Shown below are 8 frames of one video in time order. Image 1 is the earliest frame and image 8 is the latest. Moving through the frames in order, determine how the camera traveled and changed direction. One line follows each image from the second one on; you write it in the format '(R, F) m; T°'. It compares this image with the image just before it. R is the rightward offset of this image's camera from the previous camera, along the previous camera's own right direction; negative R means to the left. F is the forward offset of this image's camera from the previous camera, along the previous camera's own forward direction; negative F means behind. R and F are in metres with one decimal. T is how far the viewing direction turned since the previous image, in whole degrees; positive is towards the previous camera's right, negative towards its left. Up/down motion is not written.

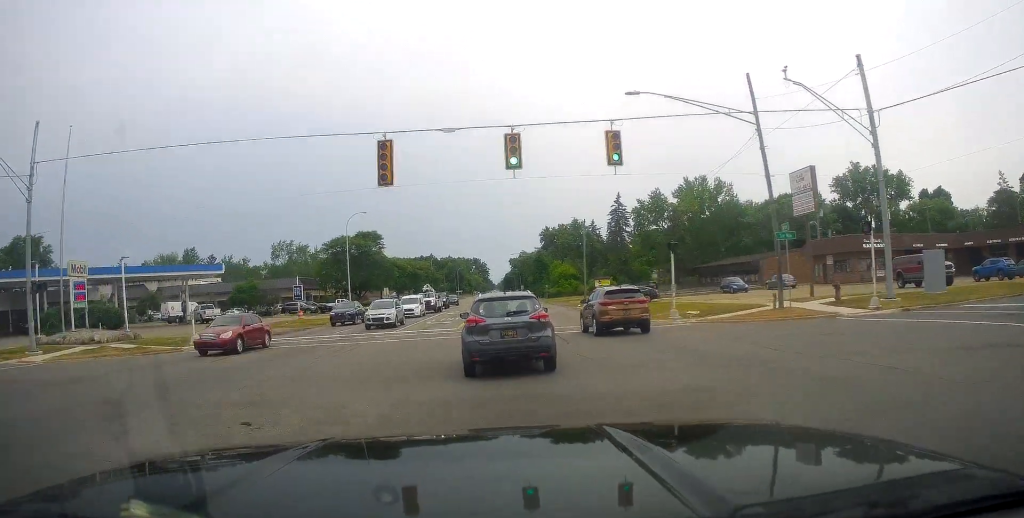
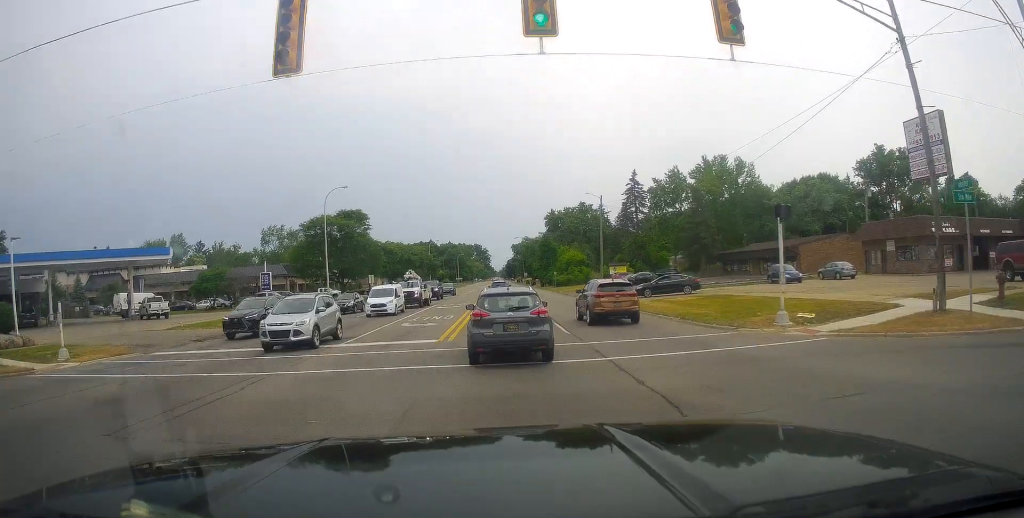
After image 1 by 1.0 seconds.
(+0.1, +10.4) m; +4°
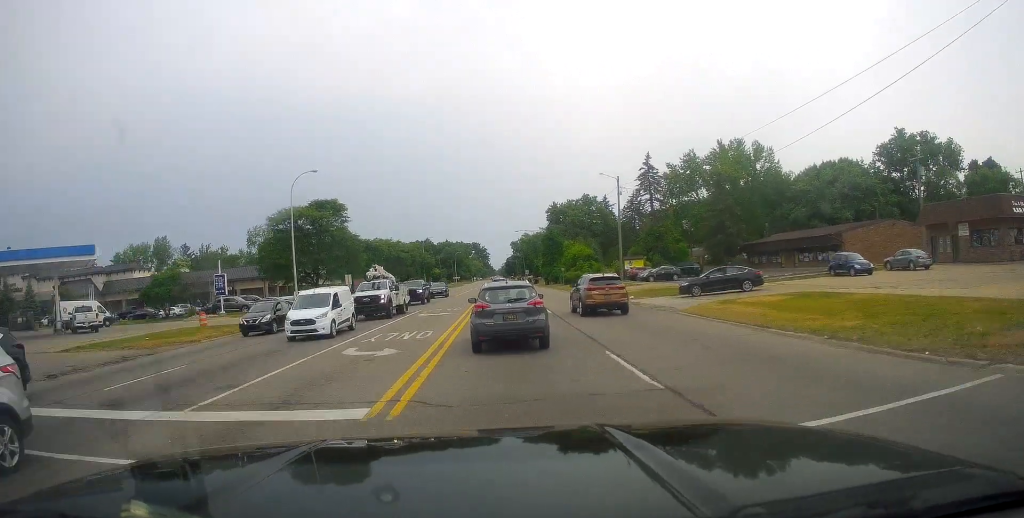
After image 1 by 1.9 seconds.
(+0.7, +10.0) m; +2°
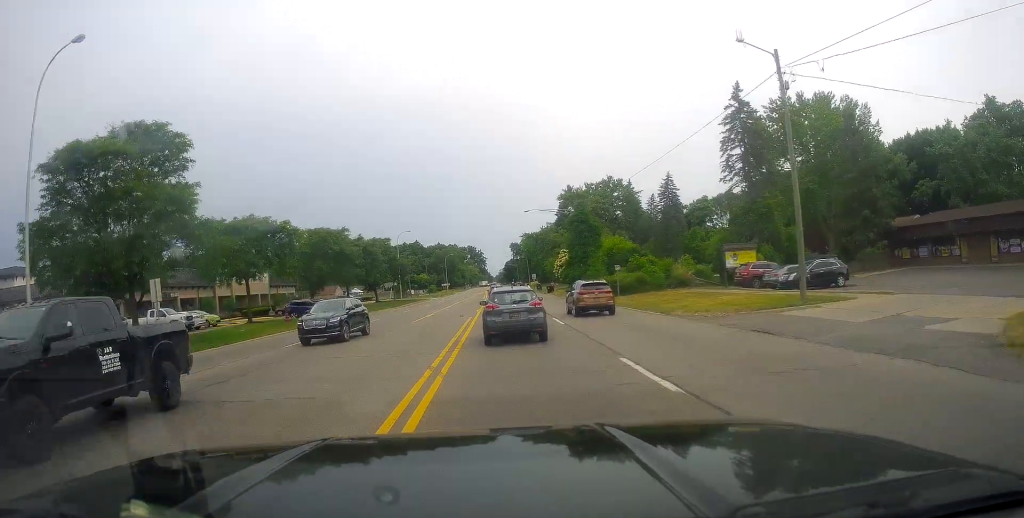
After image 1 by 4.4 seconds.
(-1.1, +32.9) m; -1°
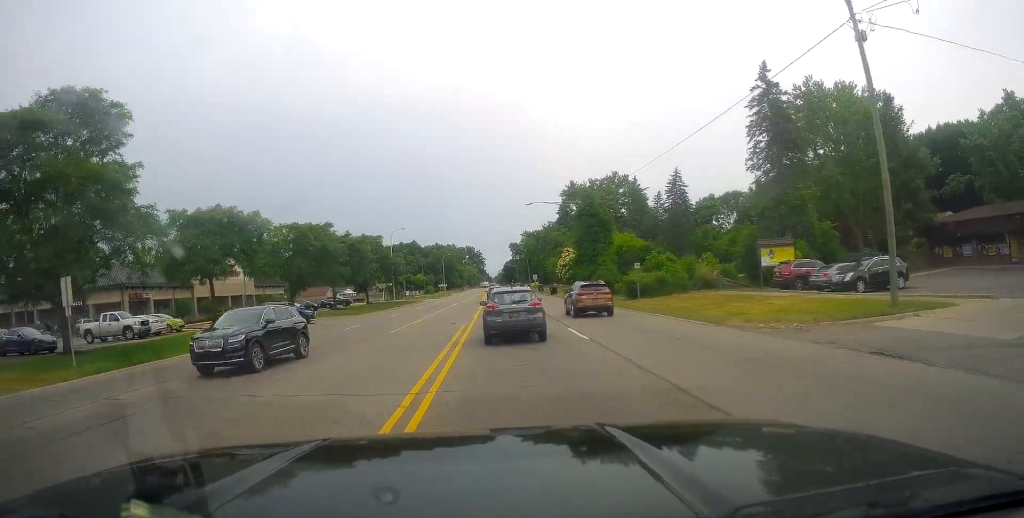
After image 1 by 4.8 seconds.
(+0.3, +5.8) m; 0°
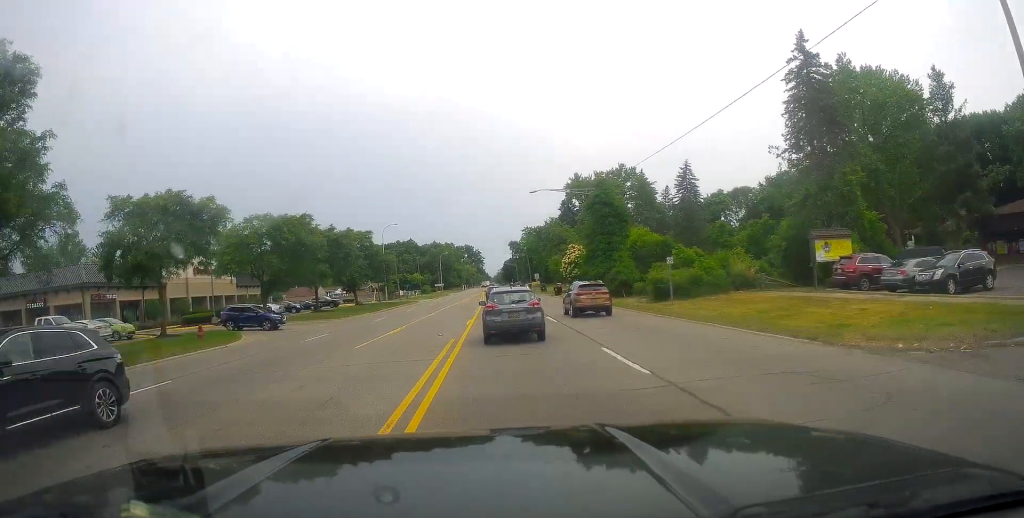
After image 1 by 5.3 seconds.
(-0.3, +6.7) m; 0°
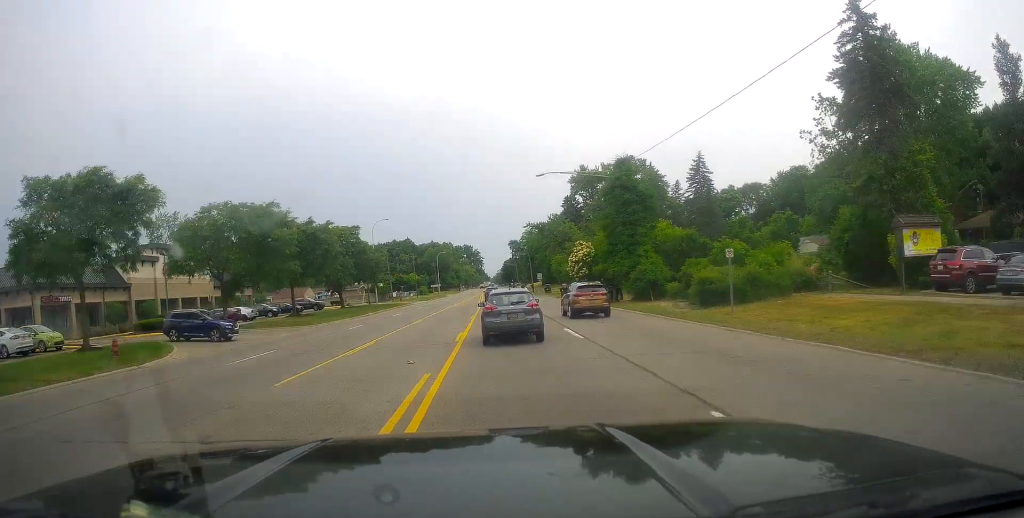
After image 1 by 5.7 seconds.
(-0.4, +7.2) m; 0°
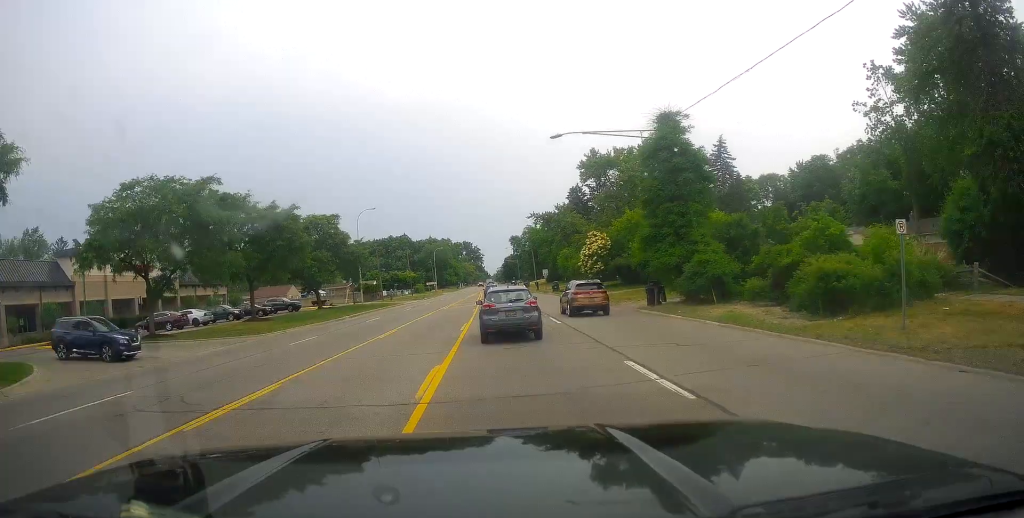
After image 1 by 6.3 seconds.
(+0.3, +9.8) m; +1°
